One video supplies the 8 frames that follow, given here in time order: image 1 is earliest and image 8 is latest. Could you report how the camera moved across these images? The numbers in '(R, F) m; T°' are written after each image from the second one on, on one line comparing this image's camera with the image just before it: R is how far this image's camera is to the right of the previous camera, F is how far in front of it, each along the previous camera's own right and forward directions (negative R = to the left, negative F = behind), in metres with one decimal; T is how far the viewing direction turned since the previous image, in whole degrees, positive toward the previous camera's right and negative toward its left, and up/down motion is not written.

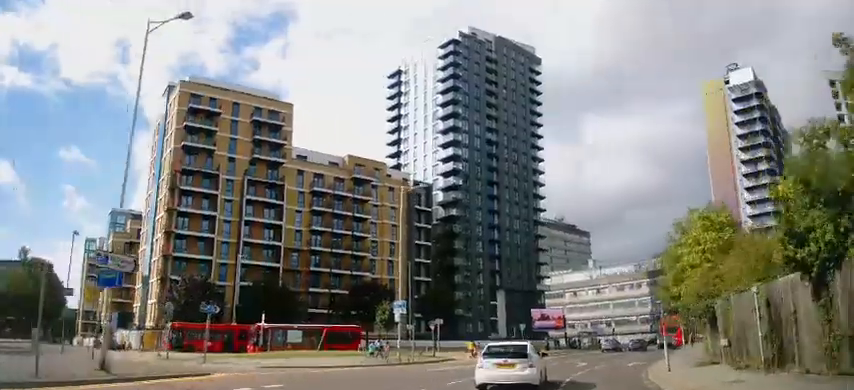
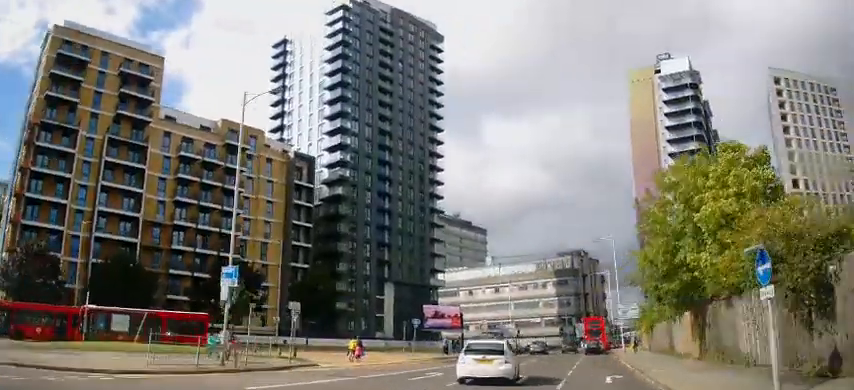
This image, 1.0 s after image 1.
(+1.2, +13.9) m; +12°
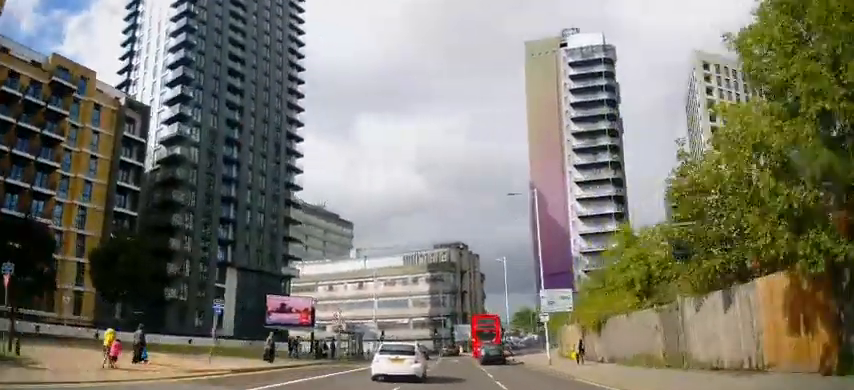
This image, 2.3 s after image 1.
(+2.4, +15.6) m; +11°
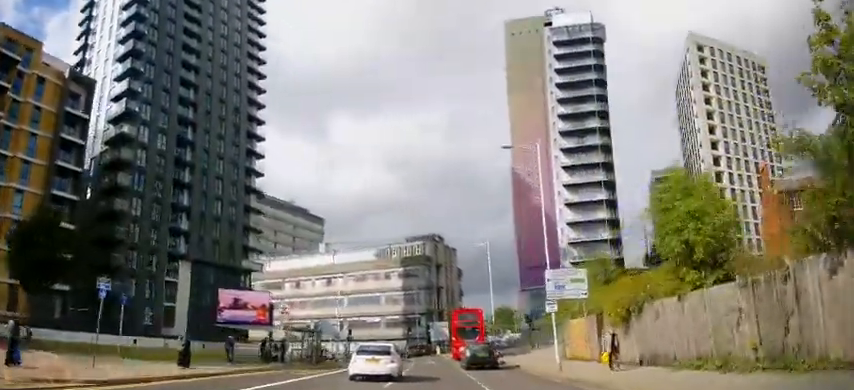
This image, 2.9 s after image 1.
(+0.2, +6.7) m; +1°
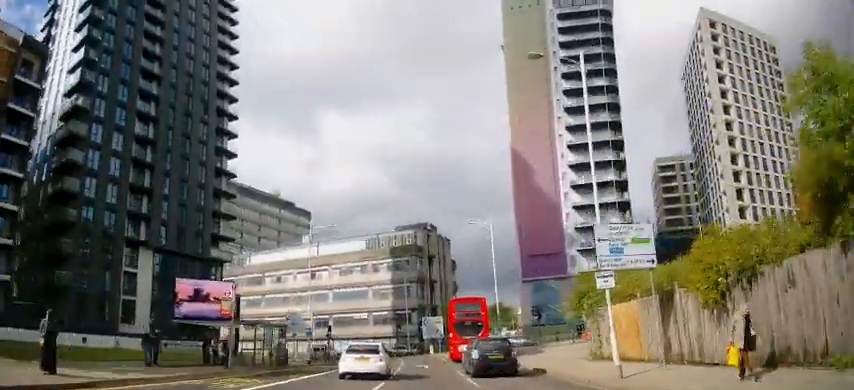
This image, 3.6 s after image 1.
(0.0, +7.4) m; 0°
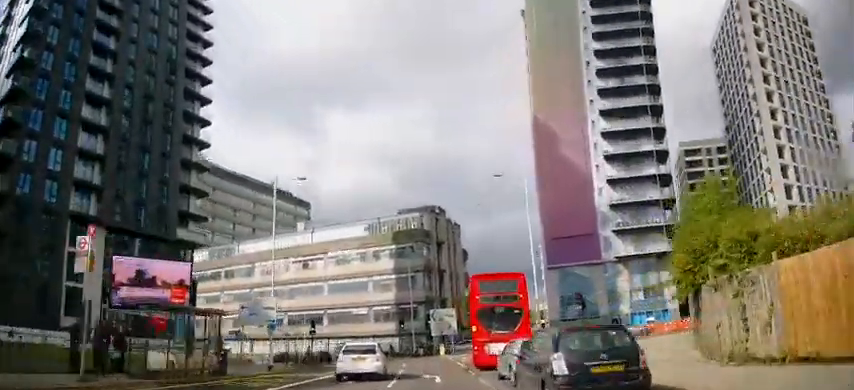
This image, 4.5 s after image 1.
(0.0, +10.9) m; +2°
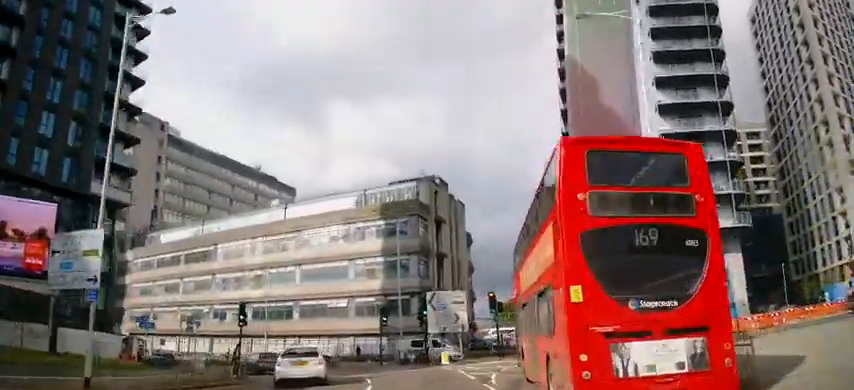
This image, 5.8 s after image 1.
(+0.9, +15.0) m; 0°
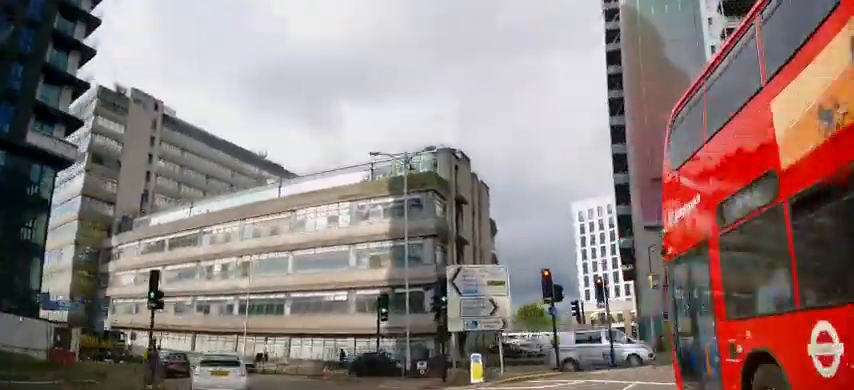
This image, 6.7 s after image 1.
(-0.8, +9.8) m; -13°
